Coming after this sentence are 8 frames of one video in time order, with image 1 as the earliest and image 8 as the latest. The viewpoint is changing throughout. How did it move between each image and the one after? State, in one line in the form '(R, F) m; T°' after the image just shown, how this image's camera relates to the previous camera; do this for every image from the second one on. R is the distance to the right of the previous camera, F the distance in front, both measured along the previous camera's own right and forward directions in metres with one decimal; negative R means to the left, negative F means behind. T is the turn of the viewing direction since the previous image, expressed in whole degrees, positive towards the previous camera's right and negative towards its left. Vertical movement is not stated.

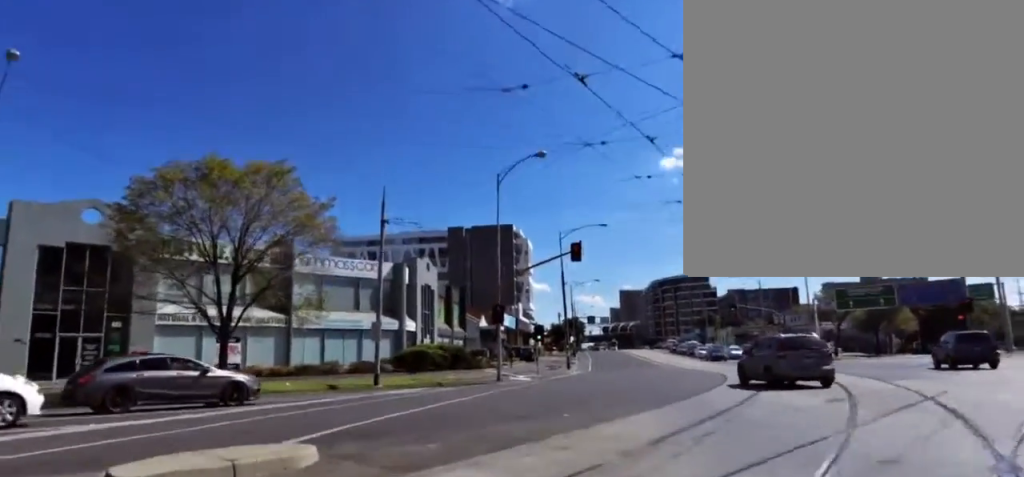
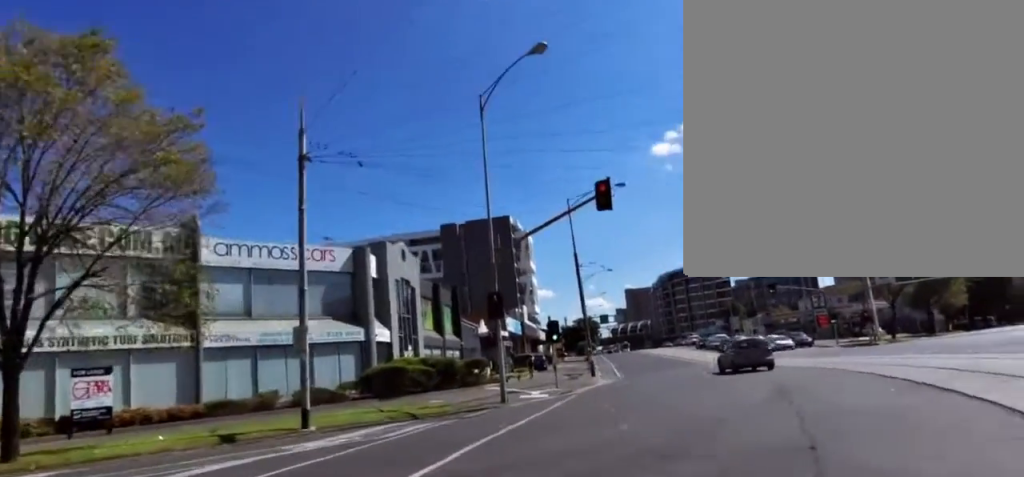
(0.0, +11.8) m; 0°
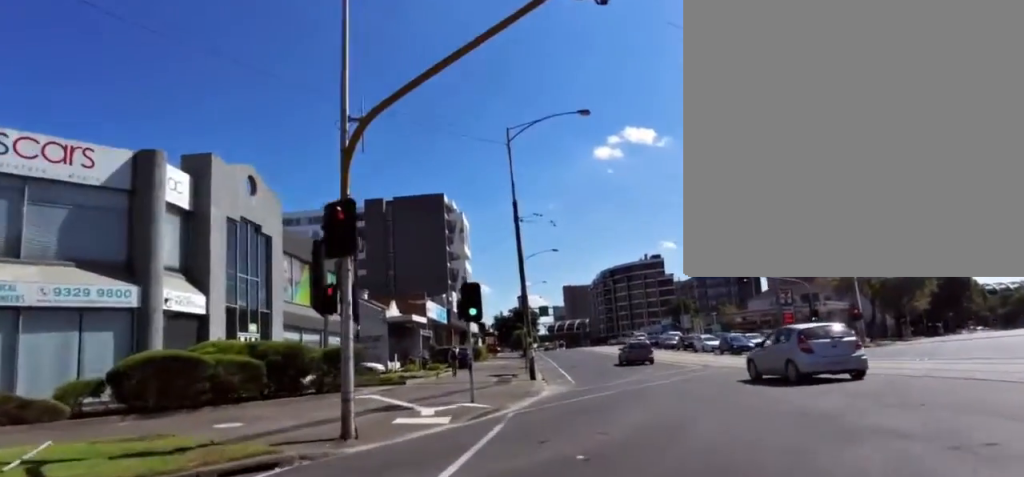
(+2.2, +13.5) m; +12°
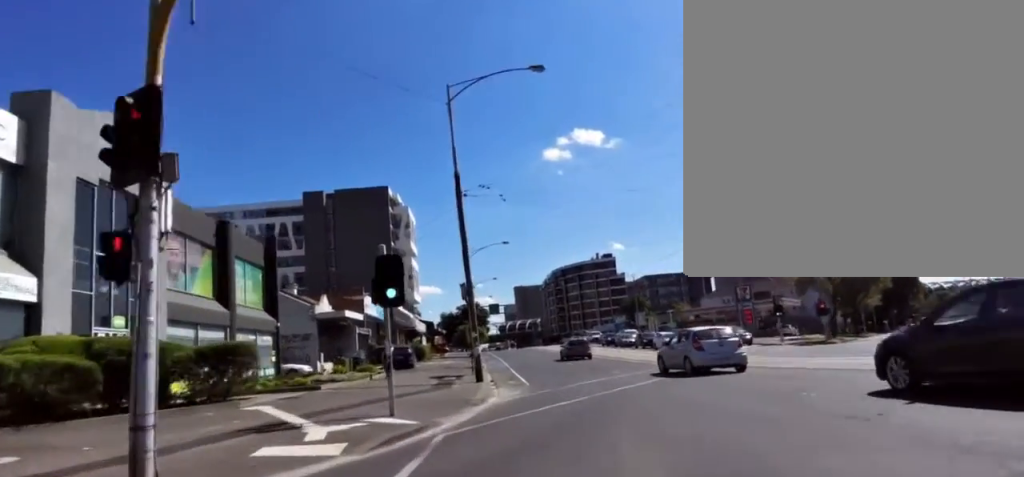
(-0.2, +4.6) m; 0°
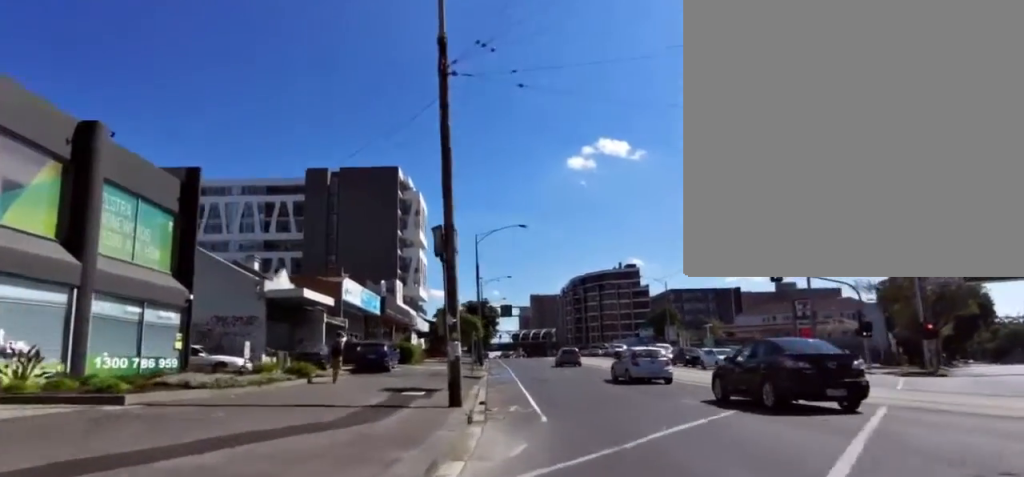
(+0.1, +10.4) m; -1°
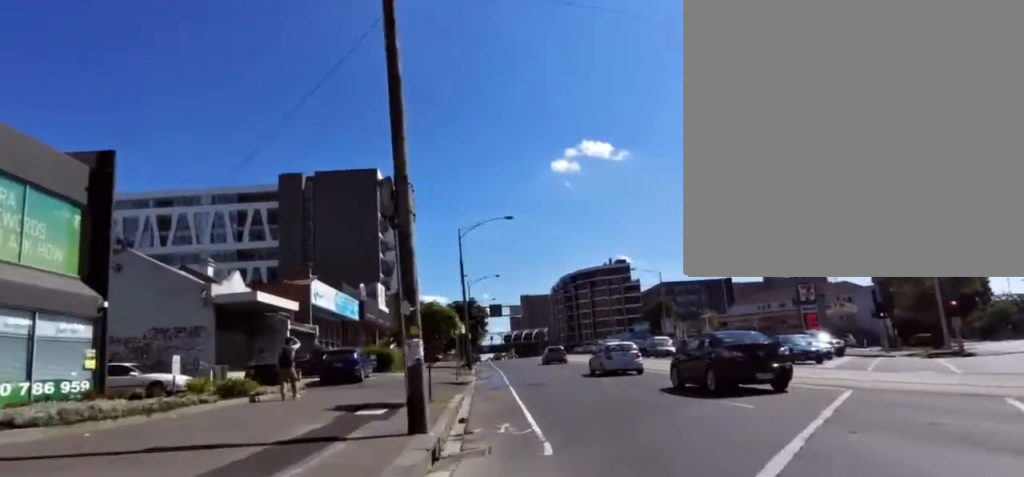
(+0.3, +3.6) m; -1°
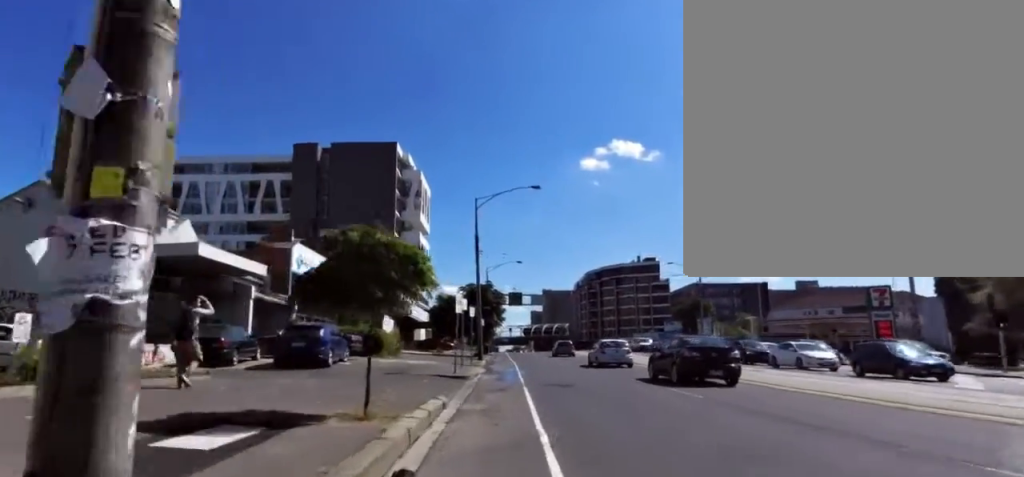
(-1.2, +7.0) m; -4°
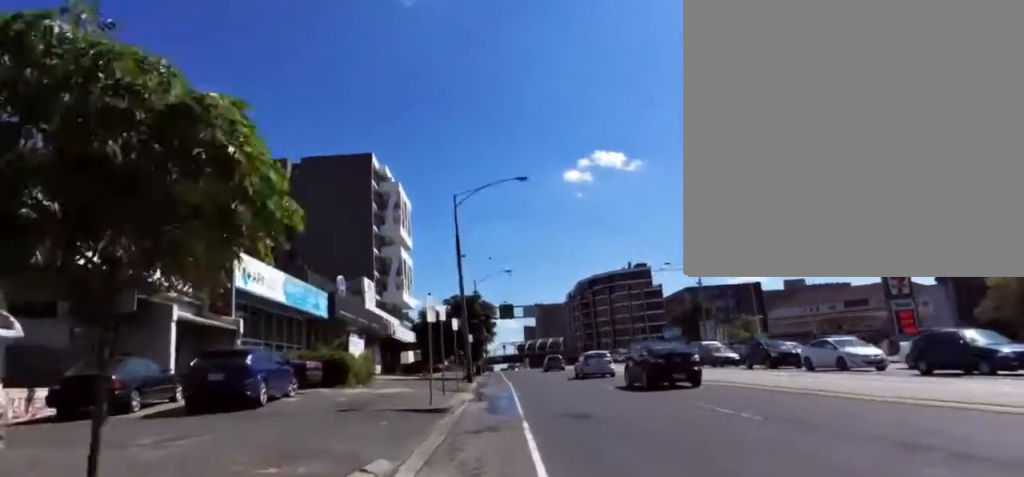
(+0.3, +4.6) m; +3°
